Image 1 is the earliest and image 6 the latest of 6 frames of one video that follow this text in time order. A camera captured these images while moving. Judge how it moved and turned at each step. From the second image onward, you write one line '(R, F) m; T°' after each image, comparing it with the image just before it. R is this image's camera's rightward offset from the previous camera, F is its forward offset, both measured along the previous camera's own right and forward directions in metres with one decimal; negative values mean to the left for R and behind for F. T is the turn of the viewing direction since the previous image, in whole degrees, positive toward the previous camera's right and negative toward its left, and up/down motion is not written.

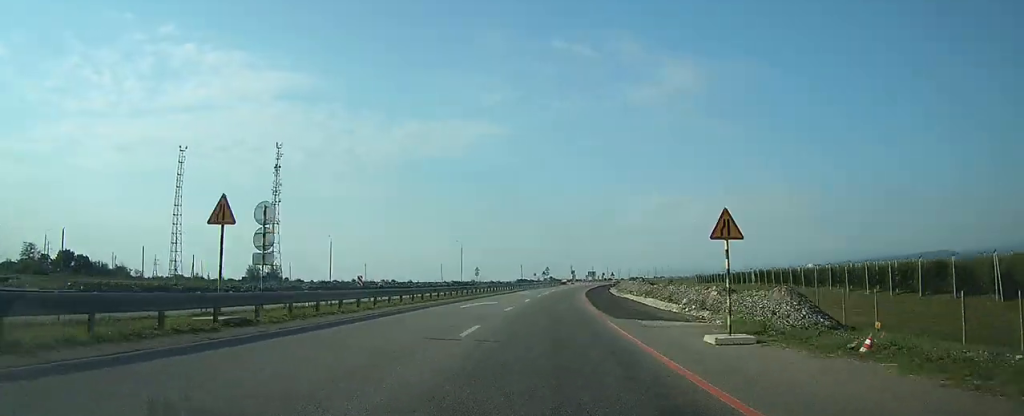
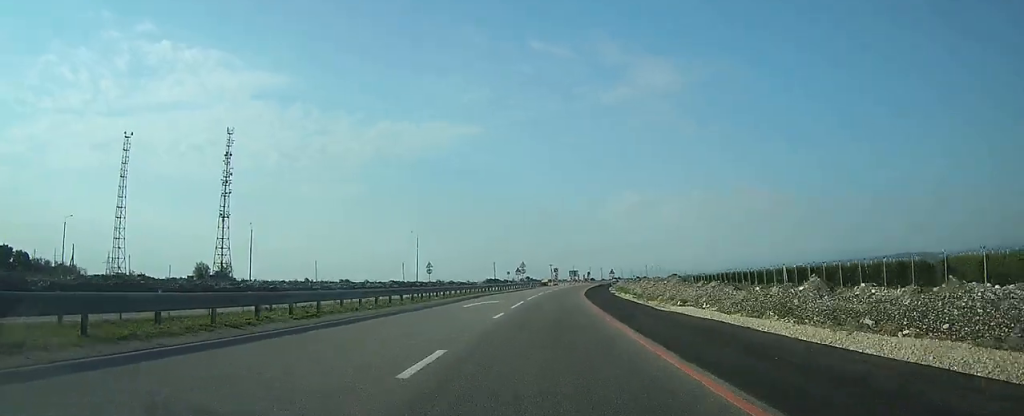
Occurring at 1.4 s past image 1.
(+0.5, +30.3) m; +3°
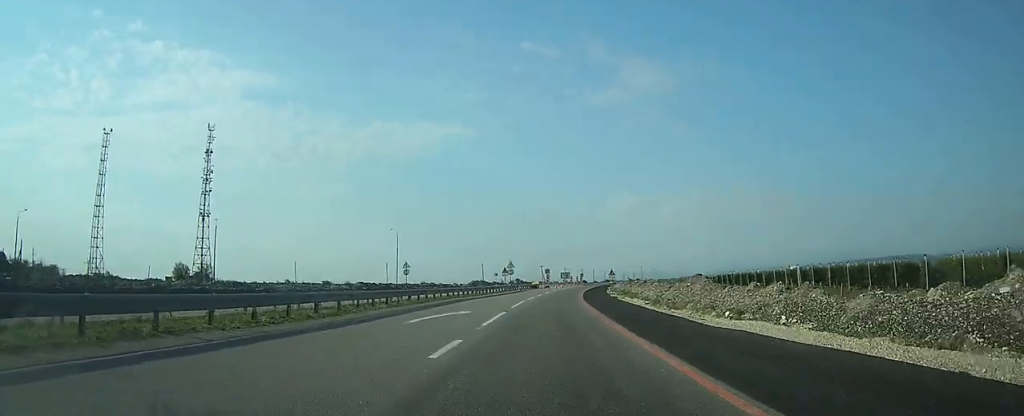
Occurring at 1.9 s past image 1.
(+0.1, +10.0) m; +1°
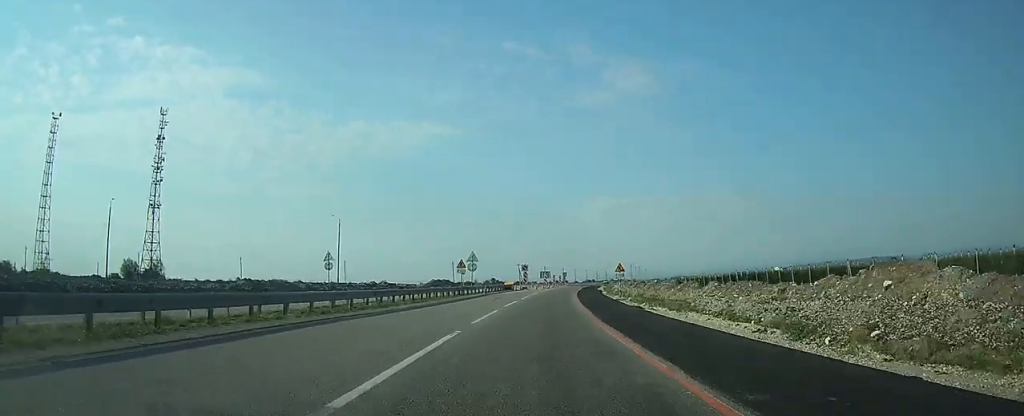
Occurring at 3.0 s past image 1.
(+0.3, +23.4) m; +1°
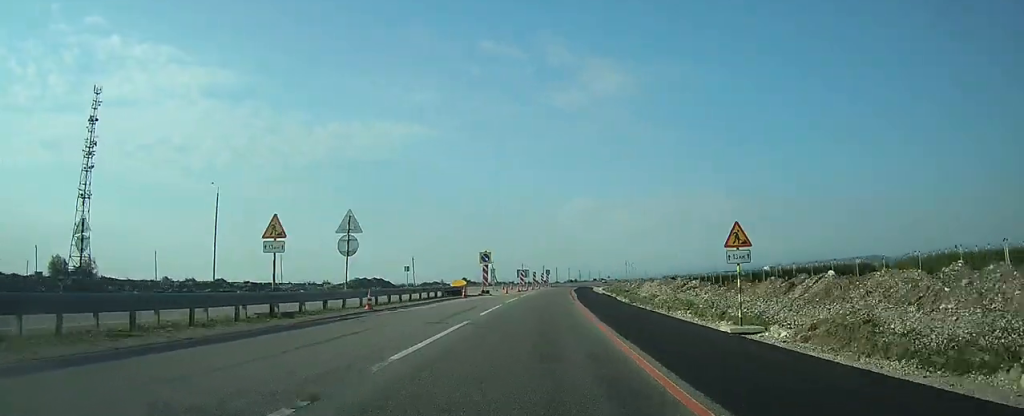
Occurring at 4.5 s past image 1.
(+0.7, +32.2) m; +3°
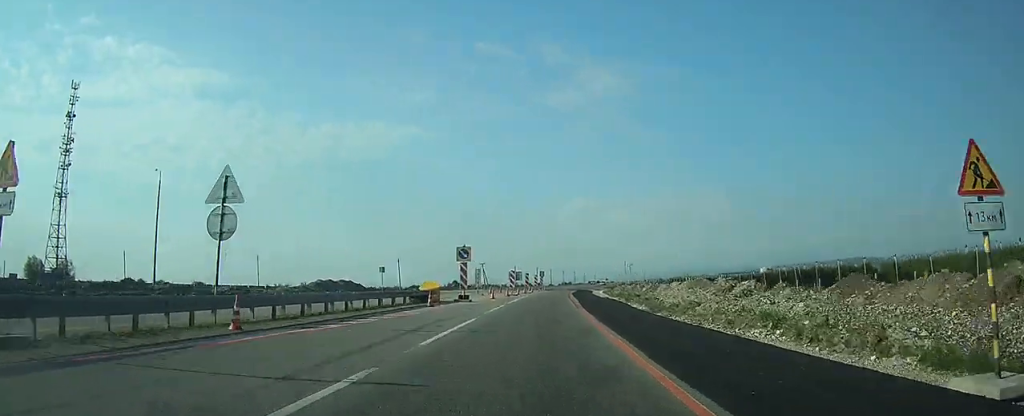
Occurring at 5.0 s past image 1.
(+0.1, +9.8) m; +1°
